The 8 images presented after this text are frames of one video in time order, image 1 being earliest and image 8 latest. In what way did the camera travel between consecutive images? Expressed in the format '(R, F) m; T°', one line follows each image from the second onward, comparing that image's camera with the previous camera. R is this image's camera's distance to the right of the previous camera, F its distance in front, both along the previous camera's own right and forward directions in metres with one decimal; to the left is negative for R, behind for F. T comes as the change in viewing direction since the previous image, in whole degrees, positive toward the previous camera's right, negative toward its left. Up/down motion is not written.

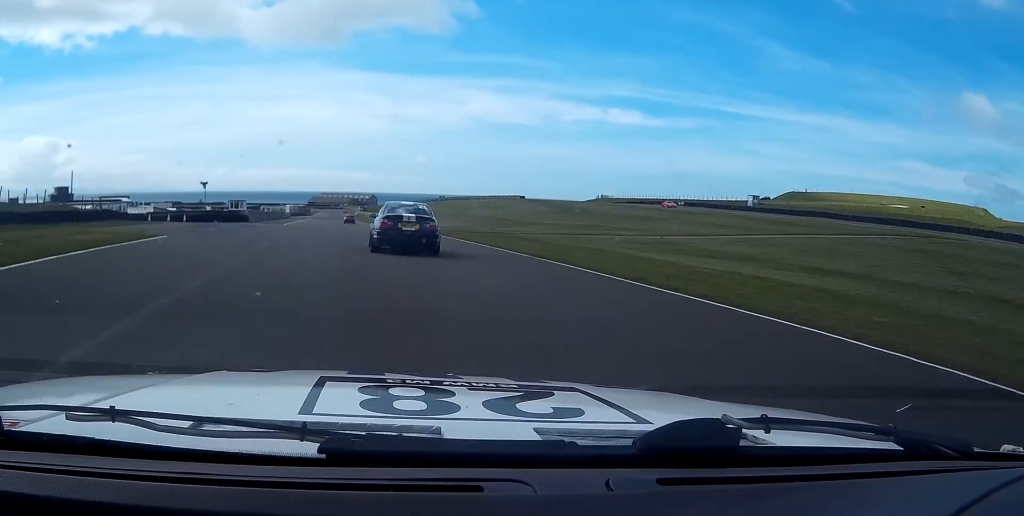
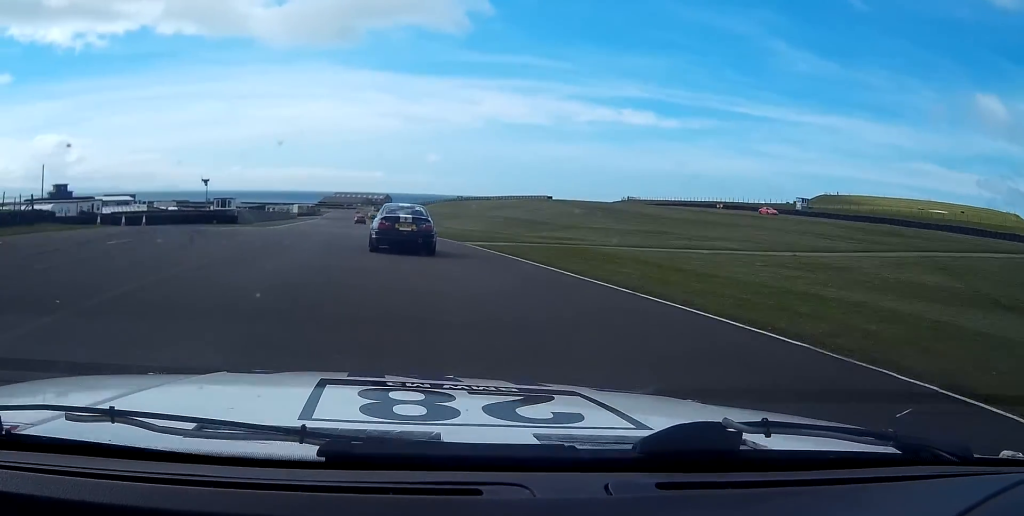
(-0.1, +15.1) m; -1°
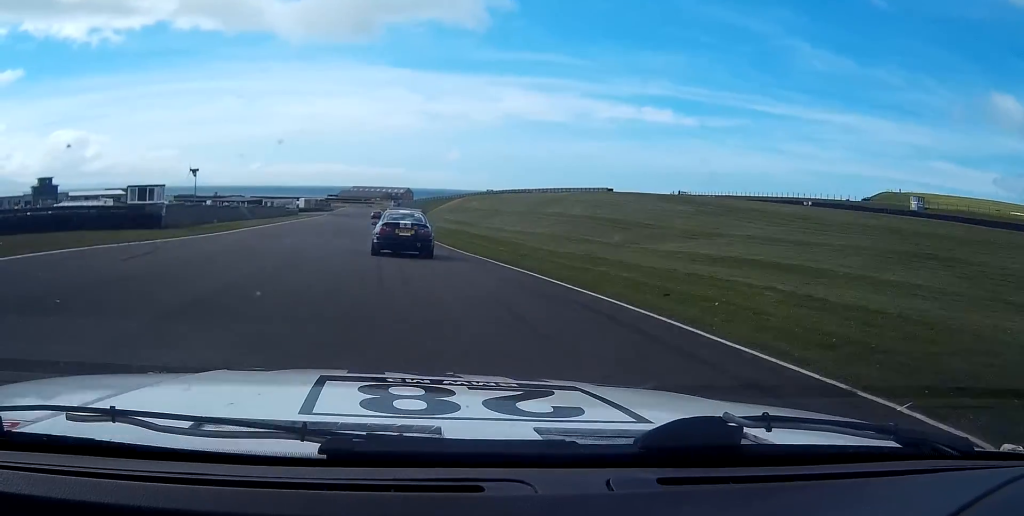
(-0.5, +32.3) m; -1°
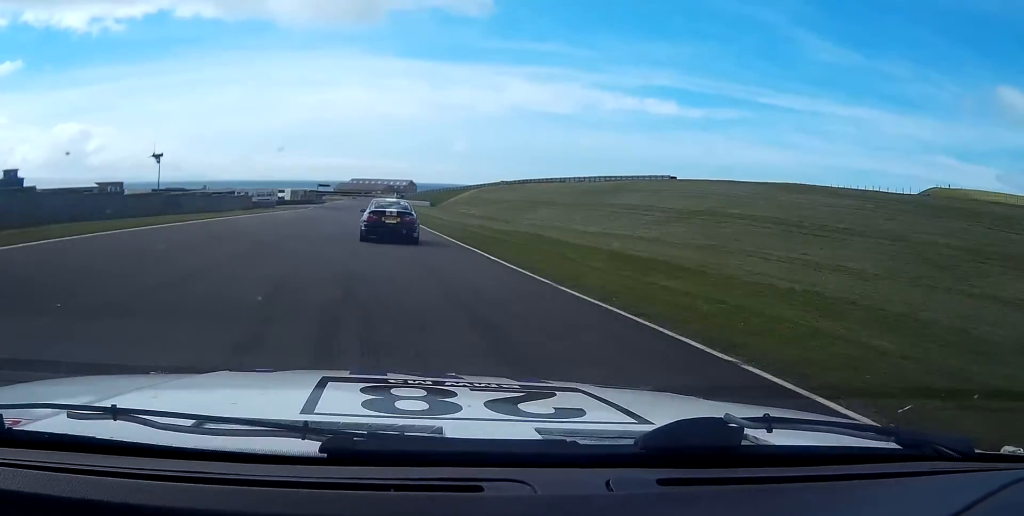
(-0.2, +30.3) m; -1°
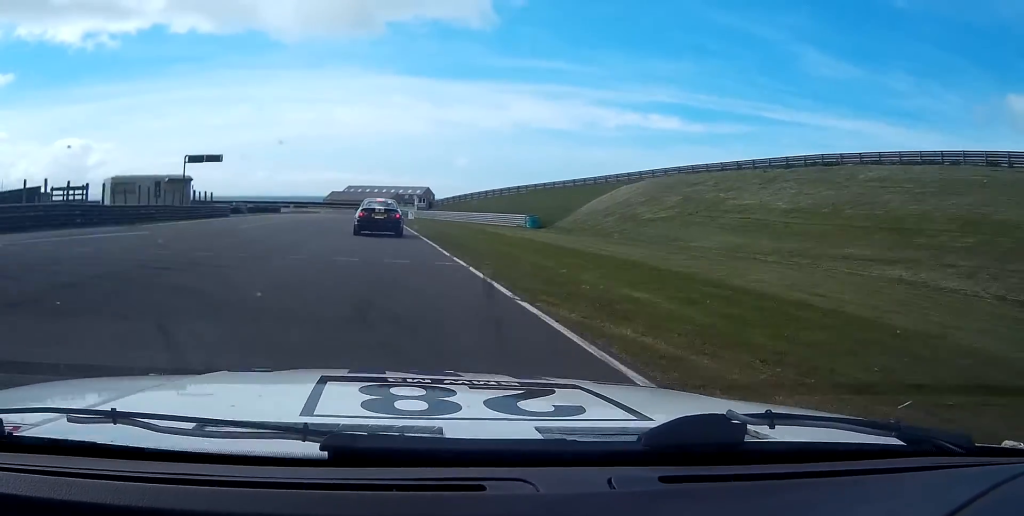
(-0.7, +109.9) m; 0°
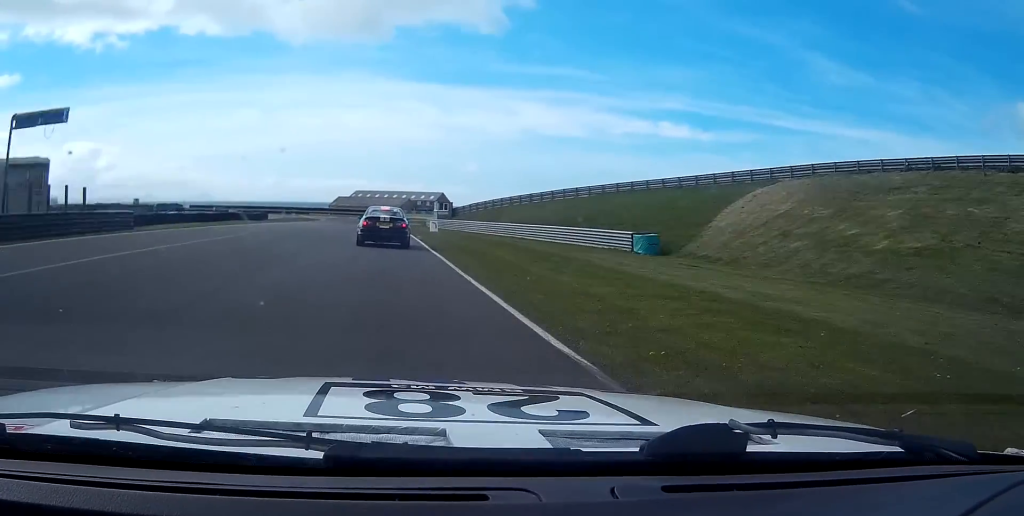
(0.0, +23.6) m; 0°
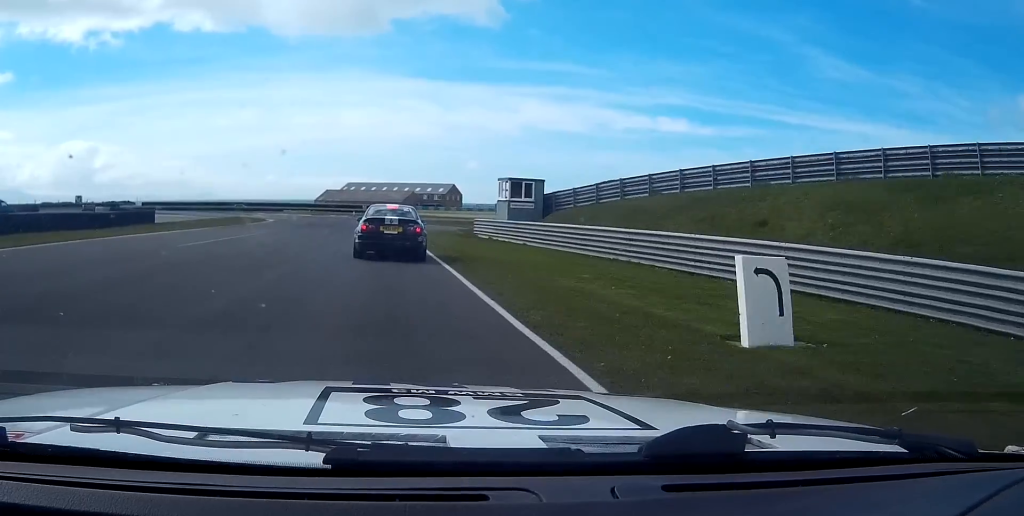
(0.0, +53.4) m; 0°
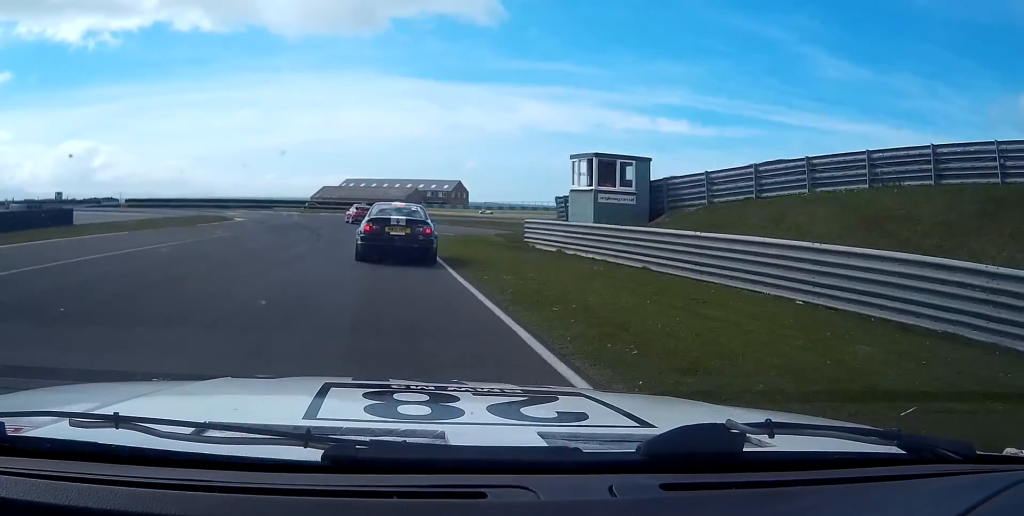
(0.0, +15.6) m; 0°
